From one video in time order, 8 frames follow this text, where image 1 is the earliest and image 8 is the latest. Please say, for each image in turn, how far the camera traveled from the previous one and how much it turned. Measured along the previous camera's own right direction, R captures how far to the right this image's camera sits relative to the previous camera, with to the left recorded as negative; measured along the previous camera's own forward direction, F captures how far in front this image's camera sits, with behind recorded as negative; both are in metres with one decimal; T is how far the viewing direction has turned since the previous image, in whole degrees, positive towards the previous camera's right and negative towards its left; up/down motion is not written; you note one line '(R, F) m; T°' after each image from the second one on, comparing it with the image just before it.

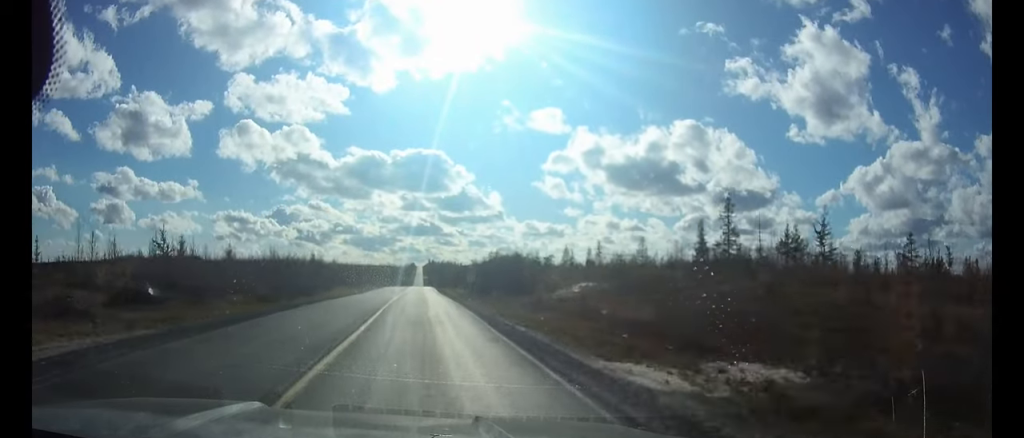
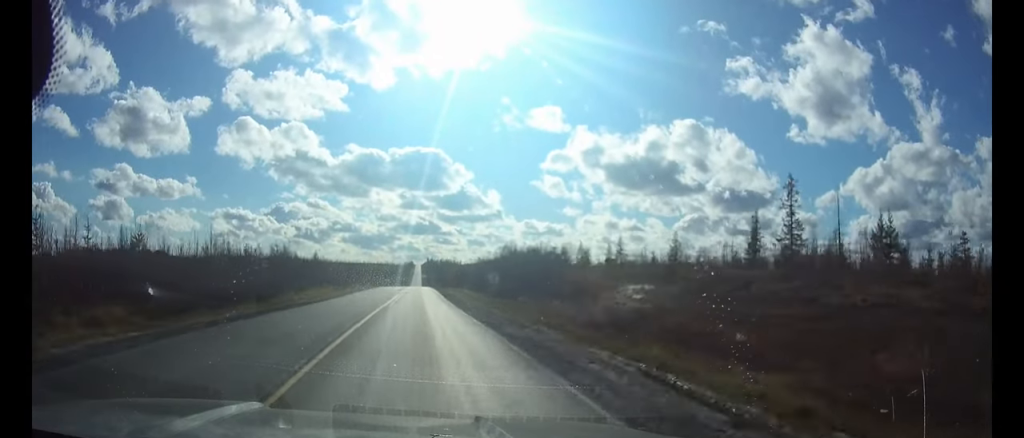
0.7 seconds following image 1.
(0.0, +16.0) m; 0°
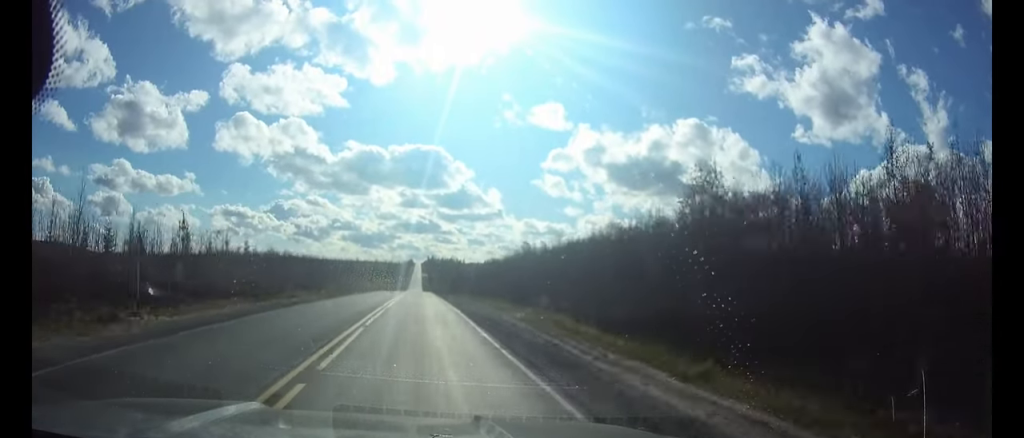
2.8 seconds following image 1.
(0.0, +51.8) m; 0°
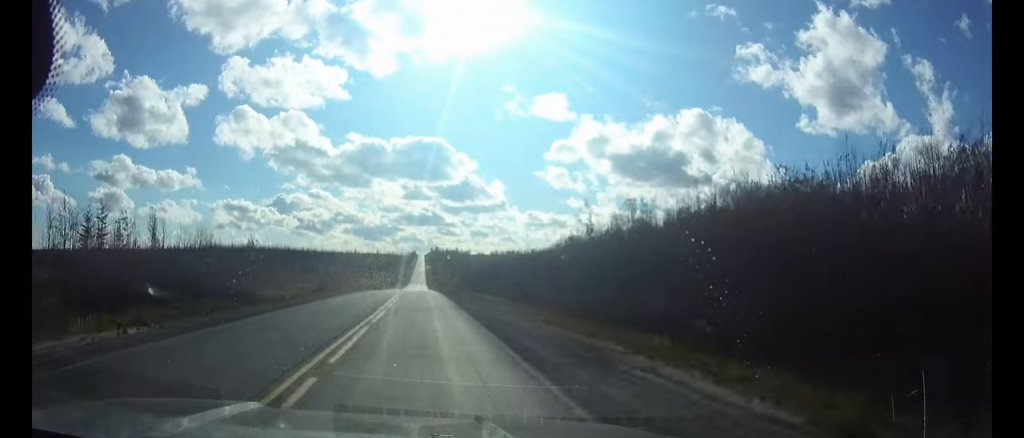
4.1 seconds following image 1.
(0.0, +31.0) m; 0°
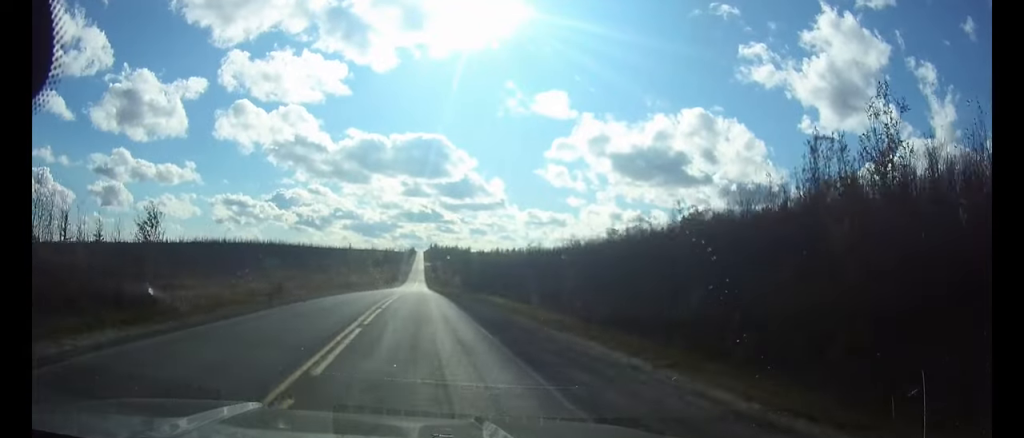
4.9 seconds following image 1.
(0.0, +17.7) m; 0°
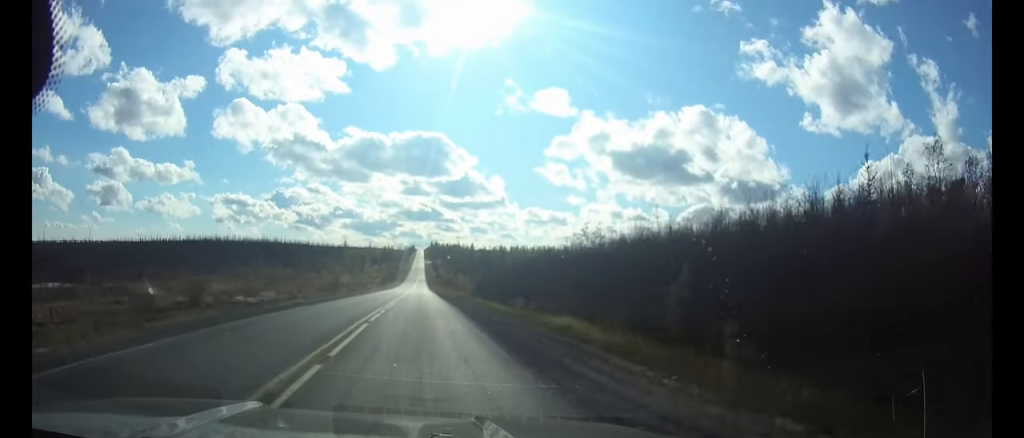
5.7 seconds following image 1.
(0.0, +21.2) m; 0°
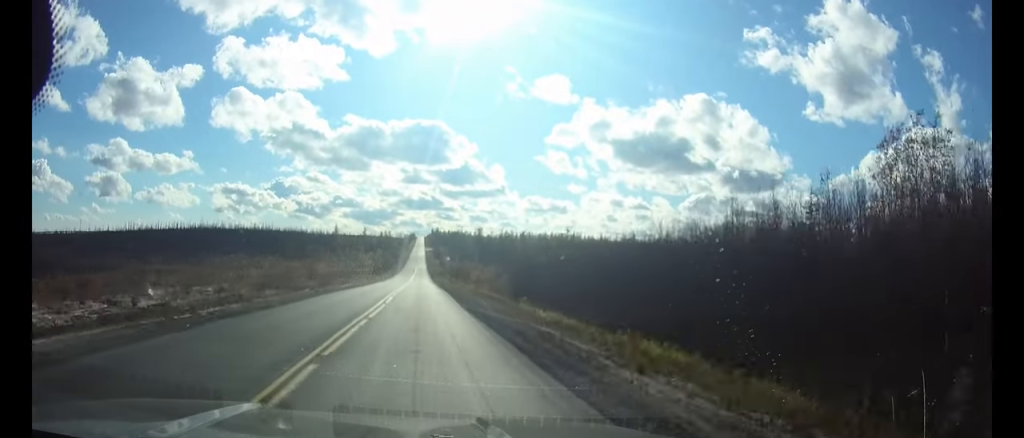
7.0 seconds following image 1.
(0.0, +32.7) m; 0°
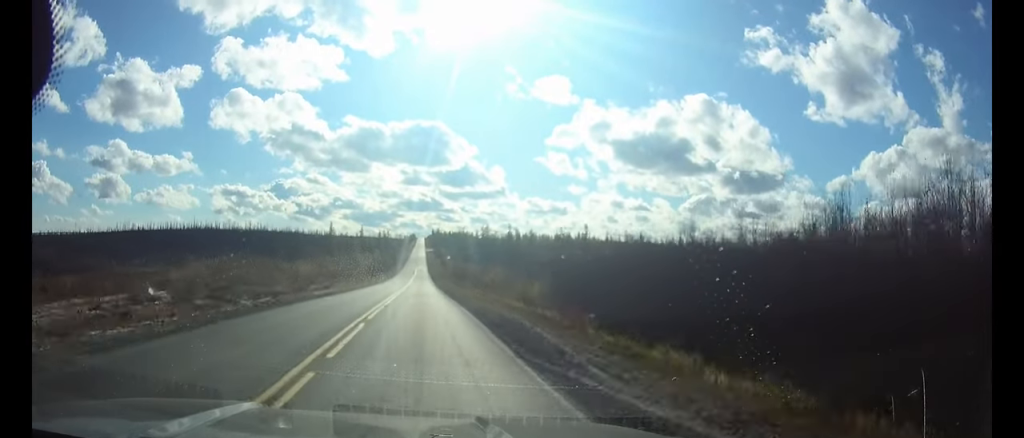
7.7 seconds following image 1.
(0.0, +16.3) m; 0°
